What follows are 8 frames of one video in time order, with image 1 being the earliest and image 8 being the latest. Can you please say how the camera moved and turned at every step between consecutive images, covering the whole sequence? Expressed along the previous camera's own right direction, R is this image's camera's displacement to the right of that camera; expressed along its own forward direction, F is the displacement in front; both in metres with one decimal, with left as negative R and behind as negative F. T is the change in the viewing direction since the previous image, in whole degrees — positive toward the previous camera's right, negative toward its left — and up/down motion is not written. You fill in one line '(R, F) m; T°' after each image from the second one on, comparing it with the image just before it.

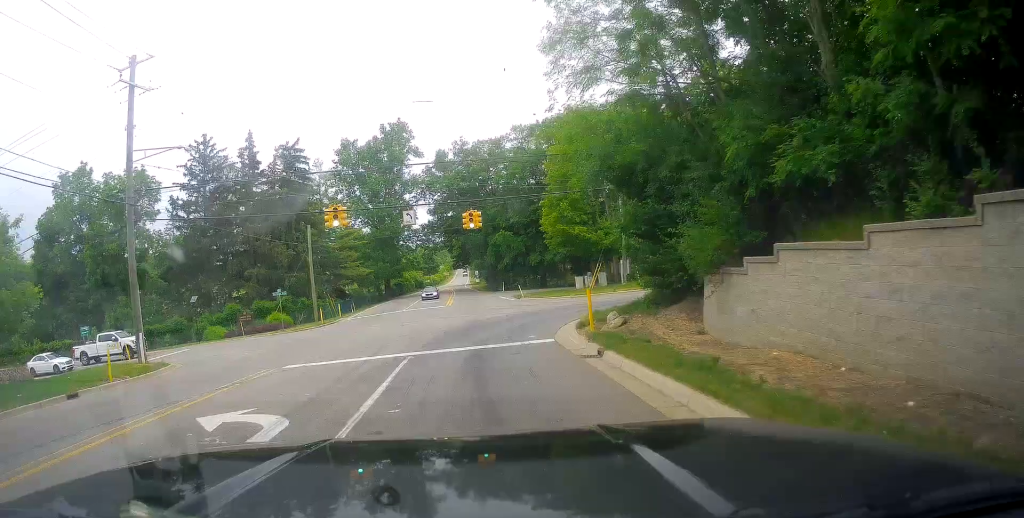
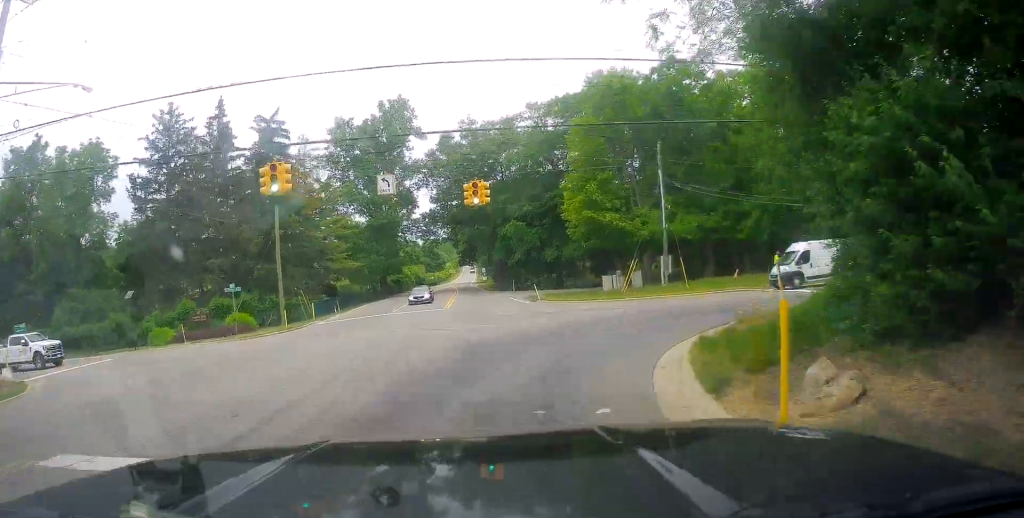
(+0.1, +10.2) m; -1°
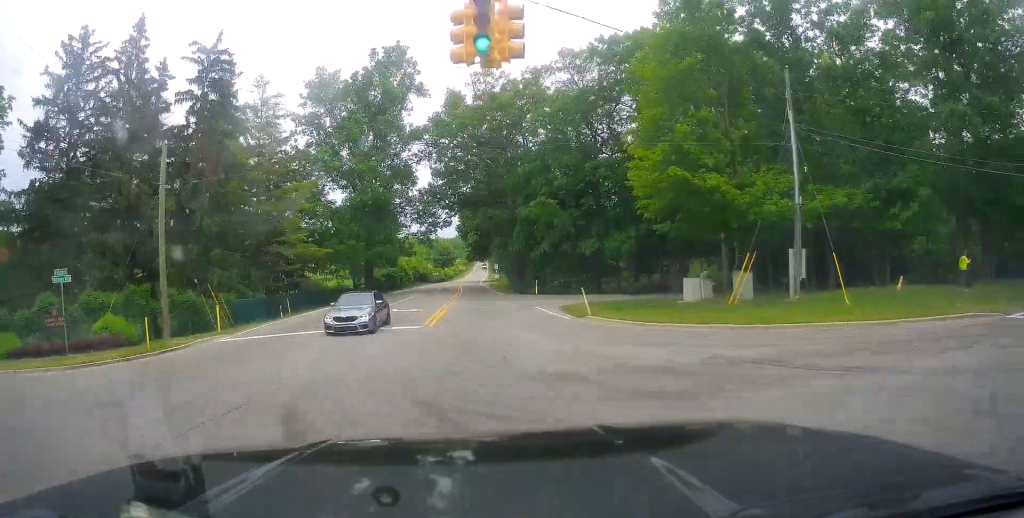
(-0.9, +17.7) m; -4°
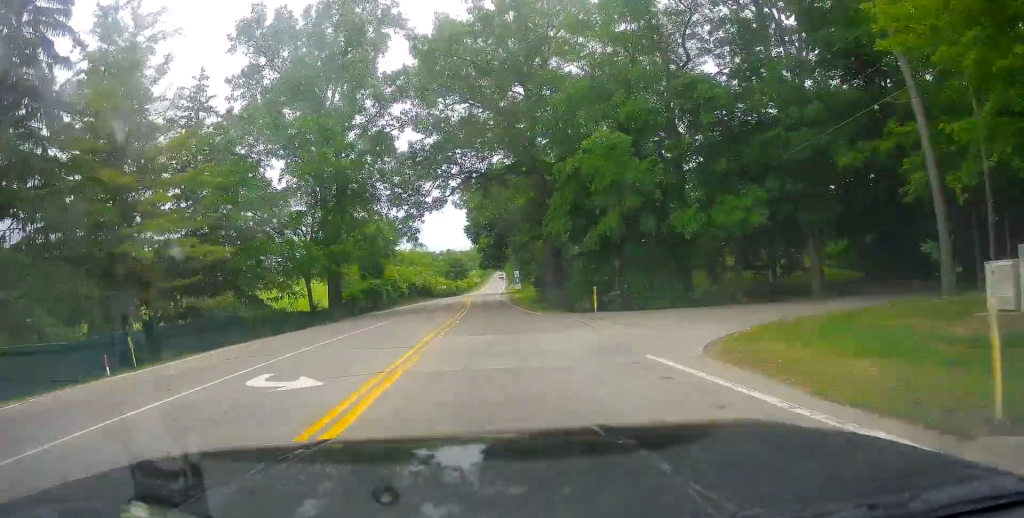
(-0.2, +21.4) m; 0°
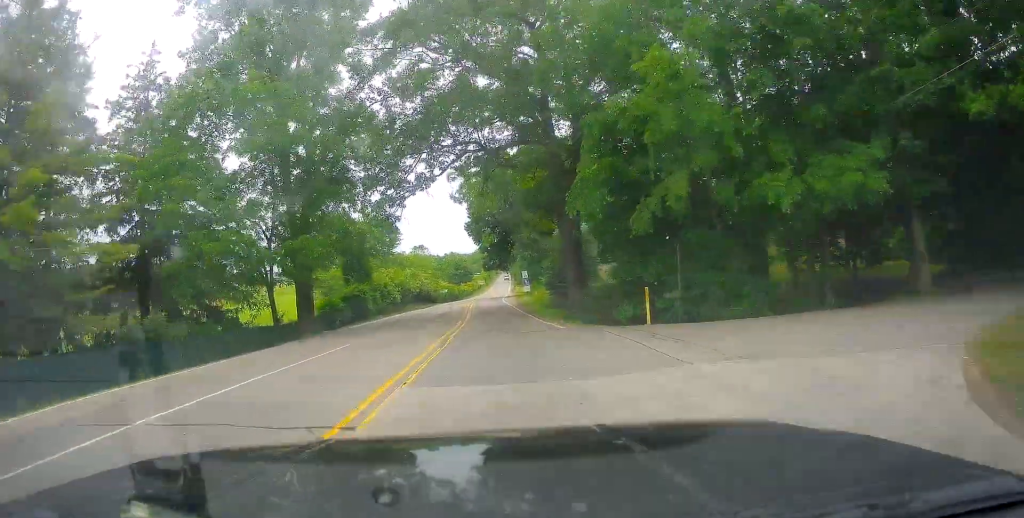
(+0.4, +8.7) m; 0°
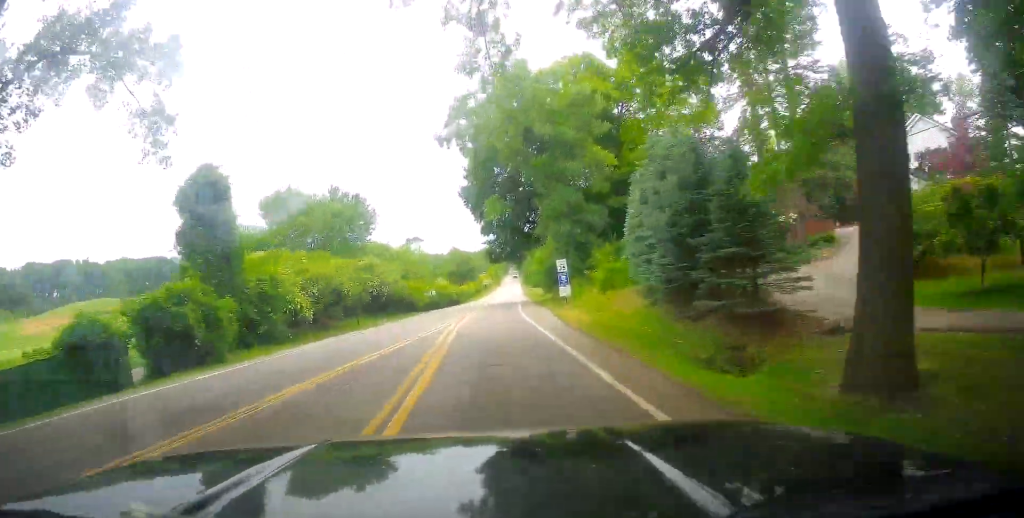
(-0.8, +29.9) m; -1°
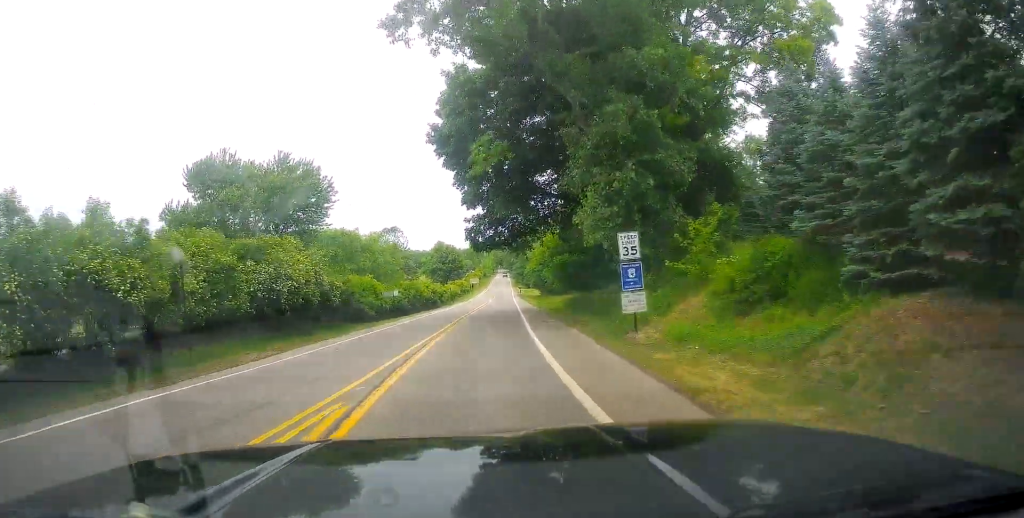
(-0.1, +19.6) m; 0°
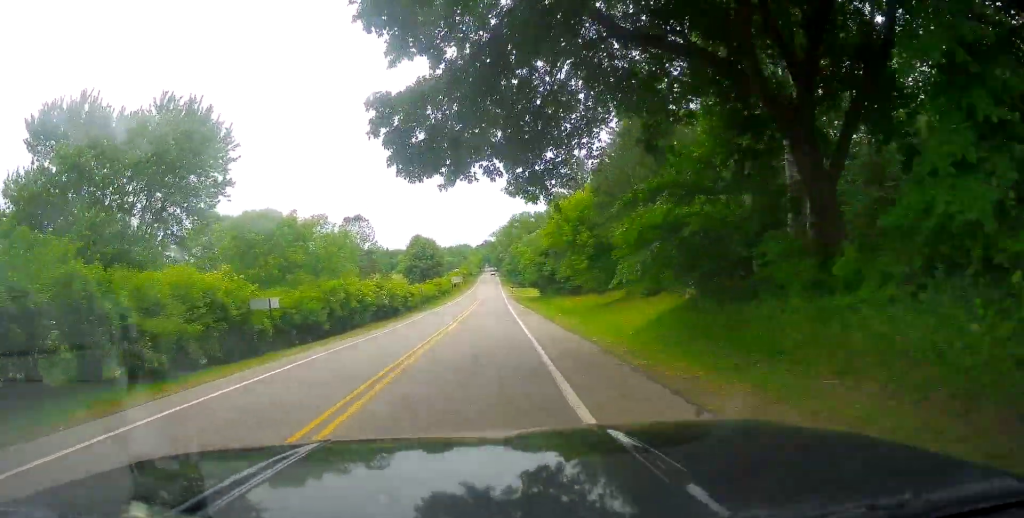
(+0.3, +24.8) m; +2°
